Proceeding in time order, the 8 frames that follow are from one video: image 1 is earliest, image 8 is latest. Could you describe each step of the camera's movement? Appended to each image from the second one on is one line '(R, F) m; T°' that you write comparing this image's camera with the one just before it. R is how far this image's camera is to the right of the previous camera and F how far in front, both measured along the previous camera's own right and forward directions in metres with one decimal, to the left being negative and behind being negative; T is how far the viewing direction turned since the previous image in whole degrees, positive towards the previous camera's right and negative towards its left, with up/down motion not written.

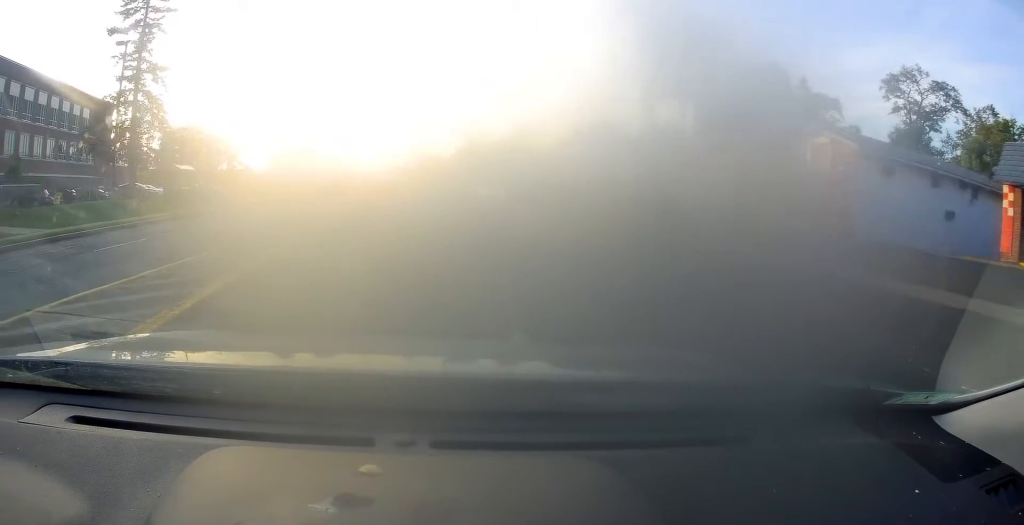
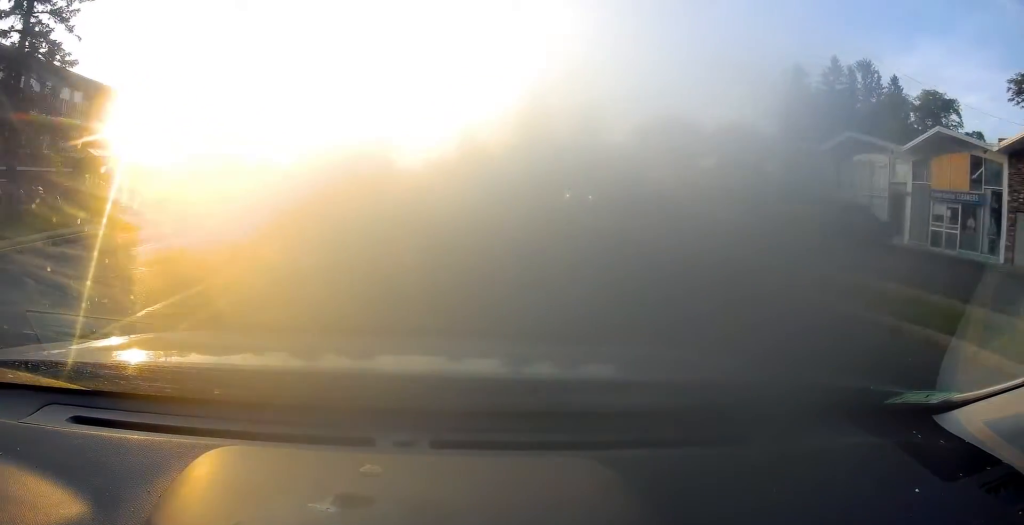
(-0.2, +14.7) m; -3°
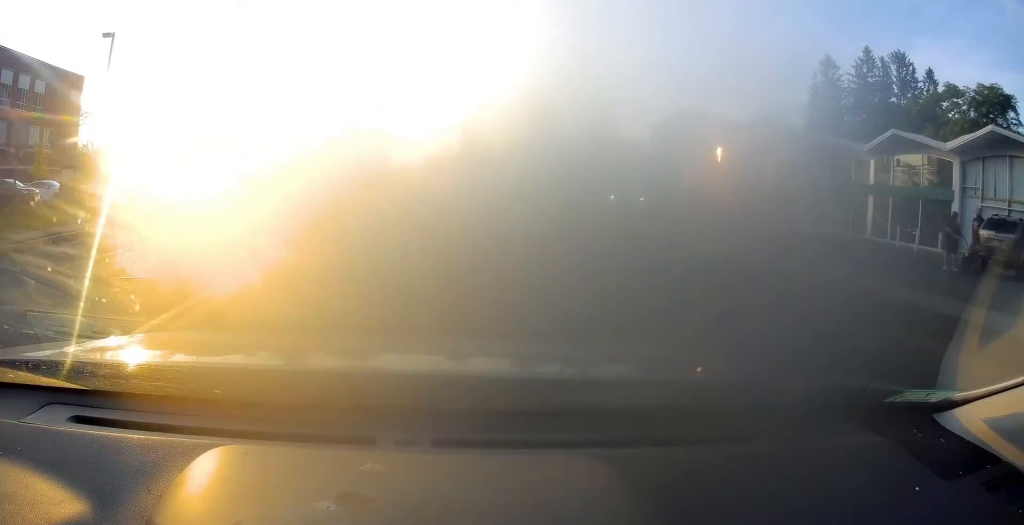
(-0.3, +9.6) m; 0°
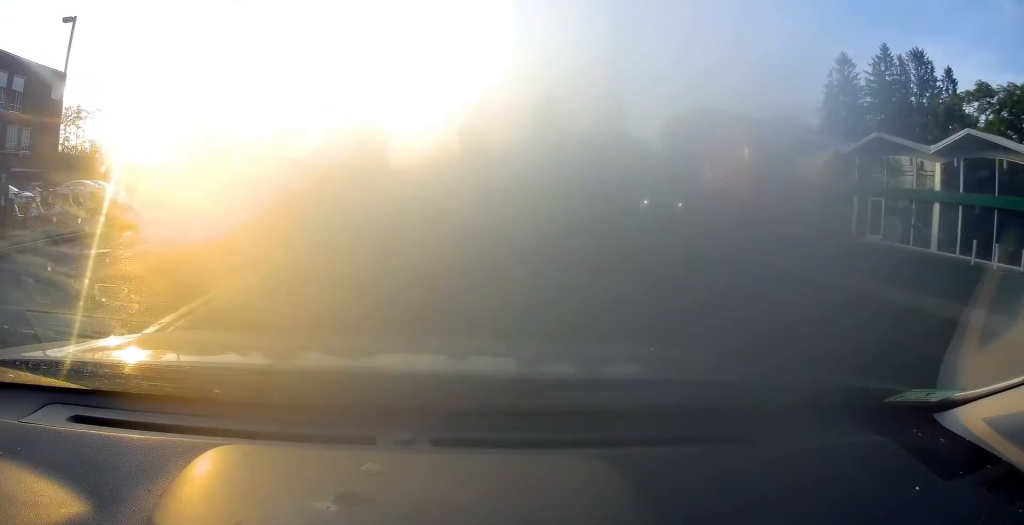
(-0.2, +4.8) m; 0°
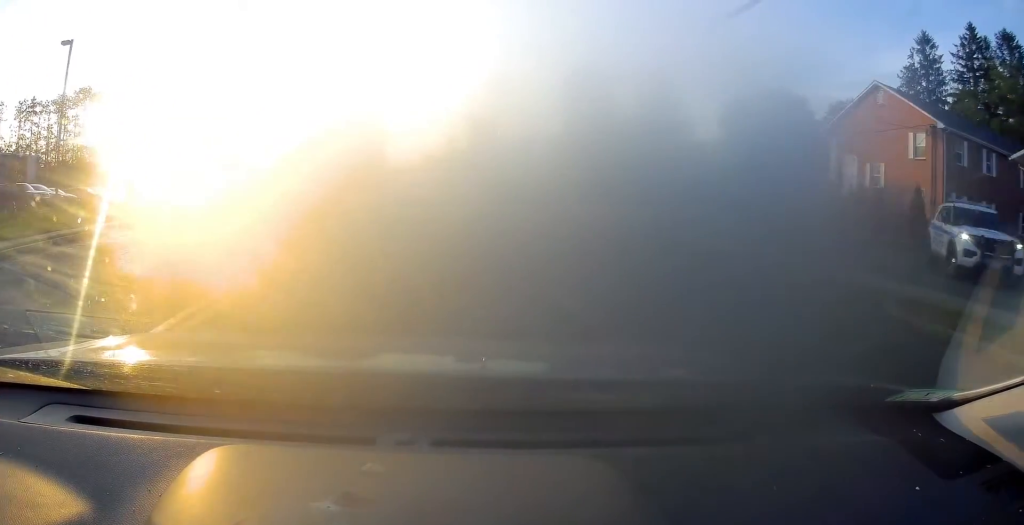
(+0.6, +19.6) m; +2°
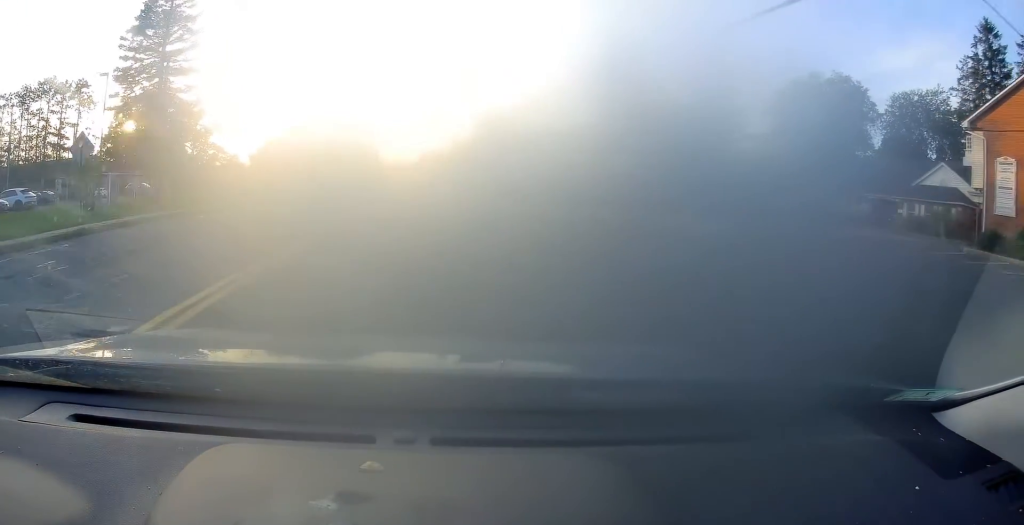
(+0.1, +13.0) m; 0°
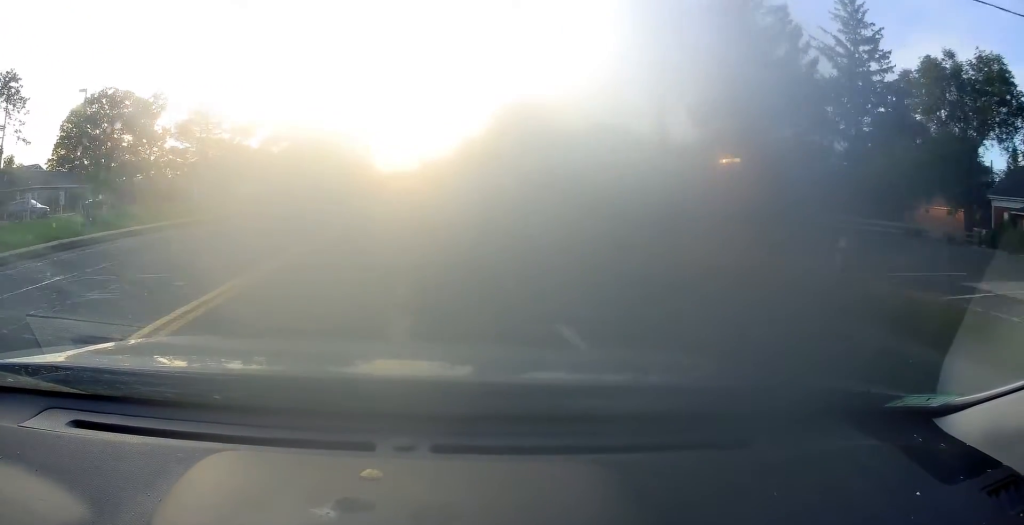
(-0.4, +22.4) m; -1°
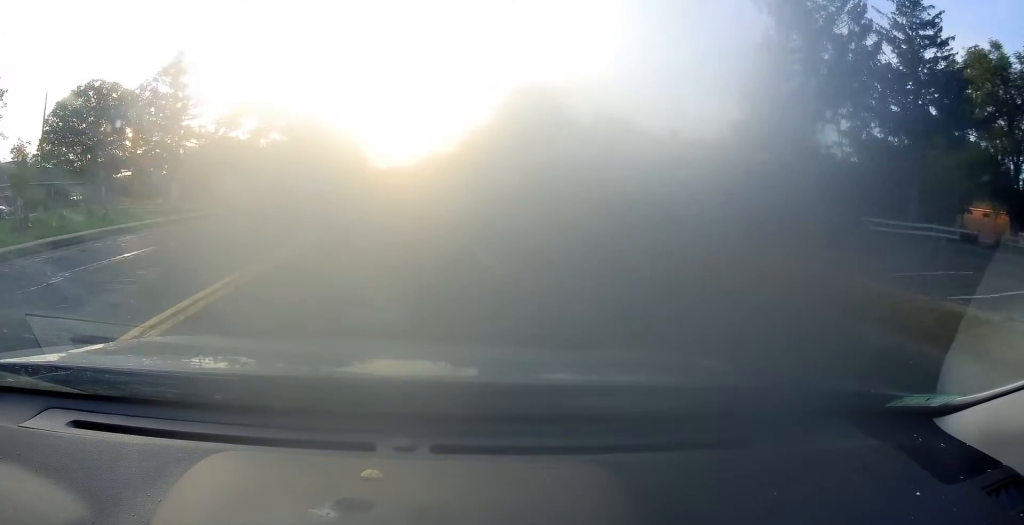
(0.0, +5.9) m; +1°
